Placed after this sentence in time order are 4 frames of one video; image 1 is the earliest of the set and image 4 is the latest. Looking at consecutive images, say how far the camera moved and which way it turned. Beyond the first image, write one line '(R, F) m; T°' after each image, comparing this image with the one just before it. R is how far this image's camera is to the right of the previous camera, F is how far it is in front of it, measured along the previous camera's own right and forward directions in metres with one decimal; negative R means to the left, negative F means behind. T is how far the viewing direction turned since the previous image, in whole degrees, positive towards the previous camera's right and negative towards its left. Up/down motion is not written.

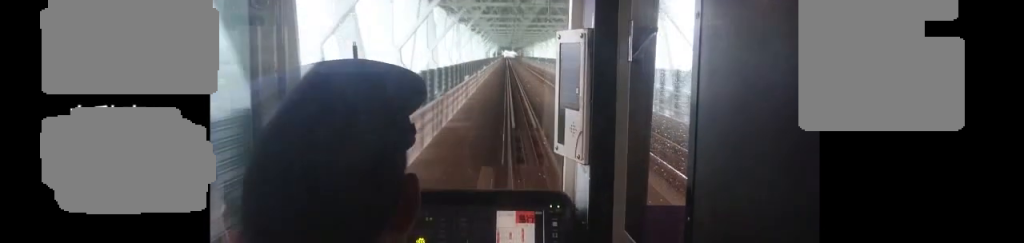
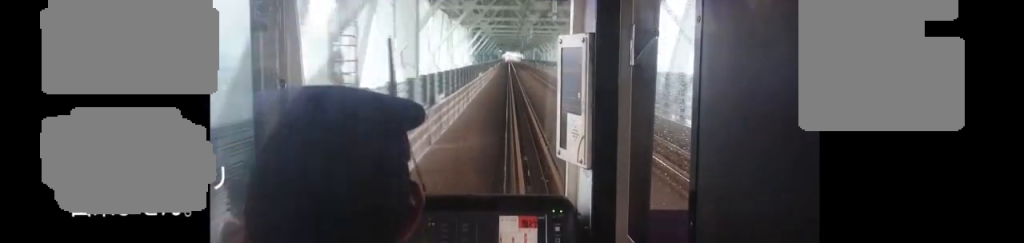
(+2.6, +103.6) m; +2°
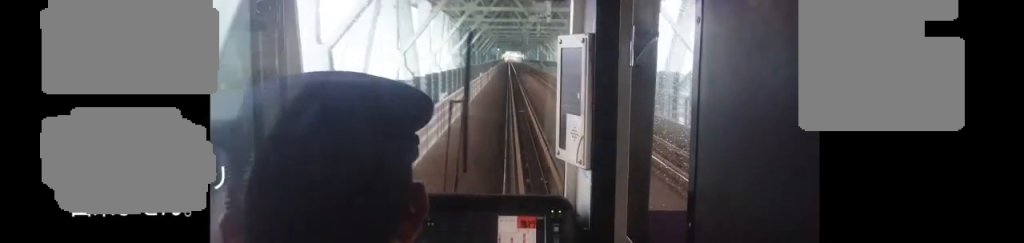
(-0.1, +19.2) m; -1°
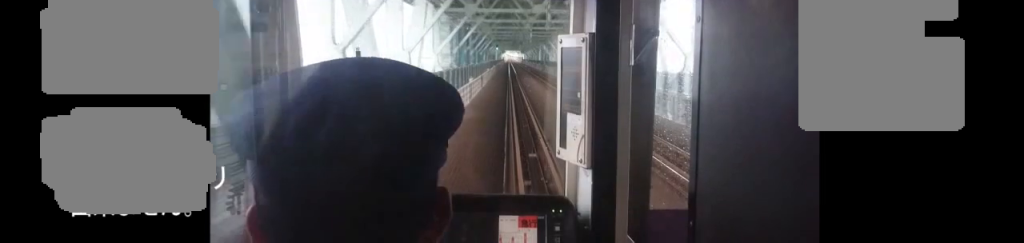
(-0.1, +9.7) m; 0°
